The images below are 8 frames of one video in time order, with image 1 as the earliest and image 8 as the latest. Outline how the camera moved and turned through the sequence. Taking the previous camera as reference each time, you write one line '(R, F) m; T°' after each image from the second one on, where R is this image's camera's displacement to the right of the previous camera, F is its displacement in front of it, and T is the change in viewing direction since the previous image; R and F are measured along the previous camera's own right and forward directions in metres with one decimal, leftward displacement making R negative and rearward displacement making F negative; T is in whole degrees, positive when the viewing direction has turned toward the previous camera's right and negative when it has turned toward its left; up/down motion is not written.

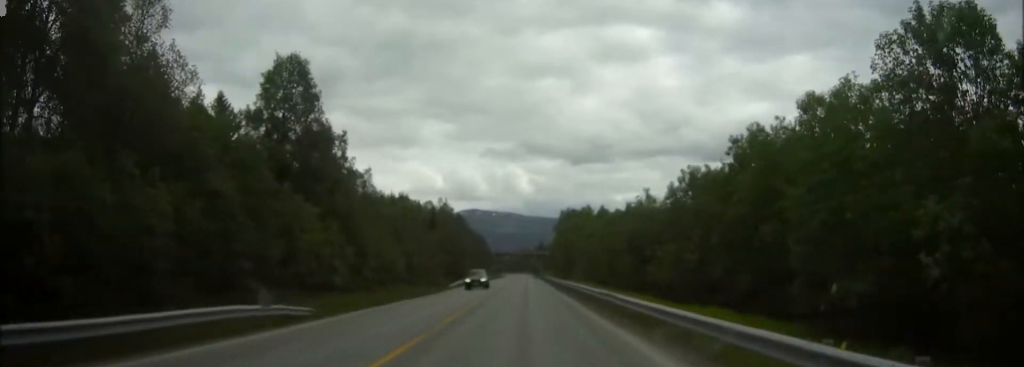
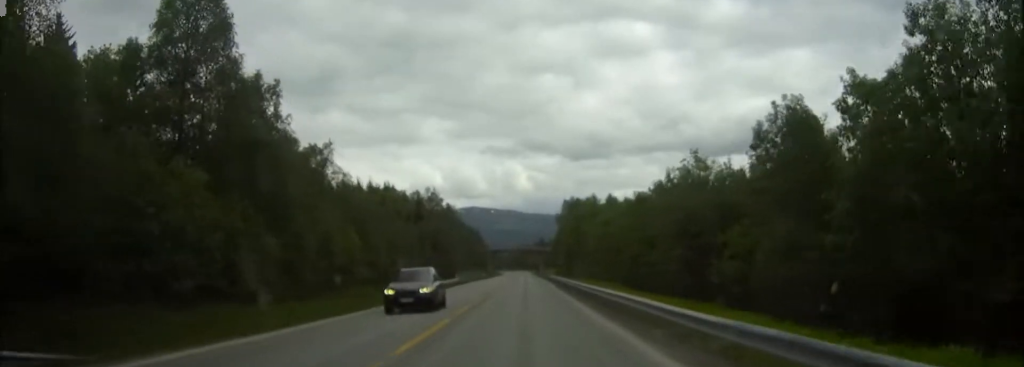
(0.0, +17.3) m; 0°
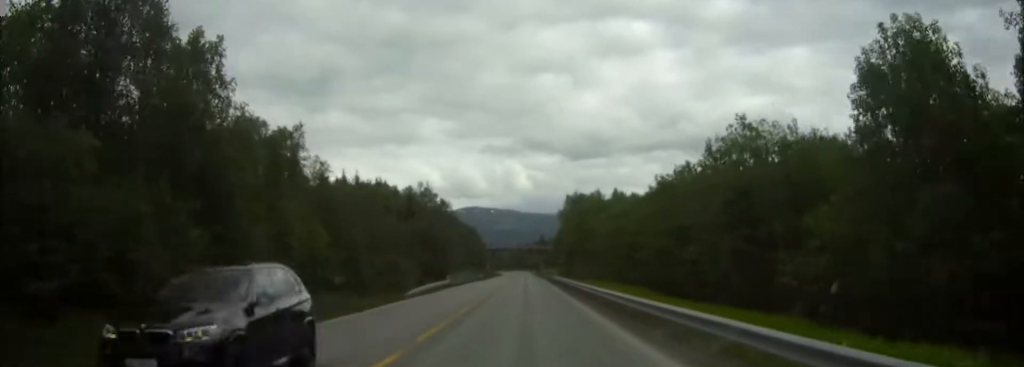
(0.0, +9.4) m; 0°
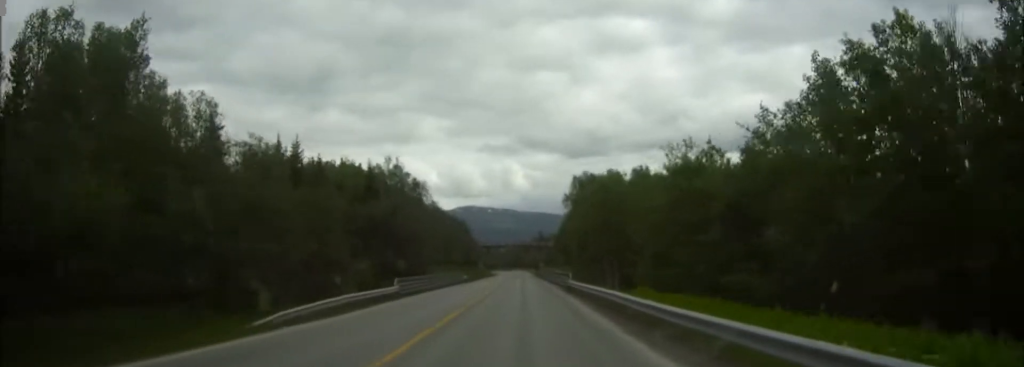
(0.0, +27.6) m; 0°
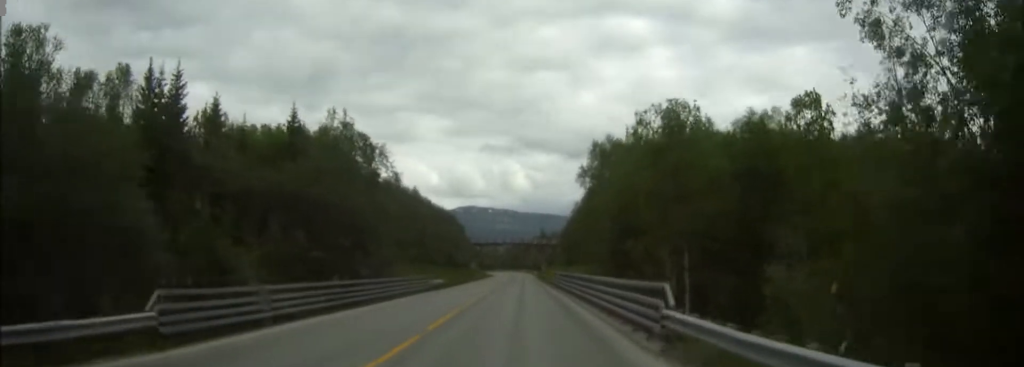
(0.0, +29.9) m; 0°
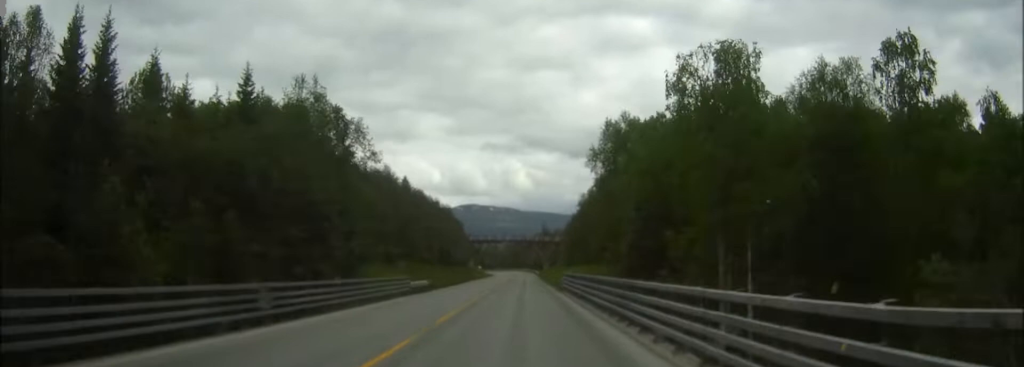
(+0.1, +10.9) m; 0°
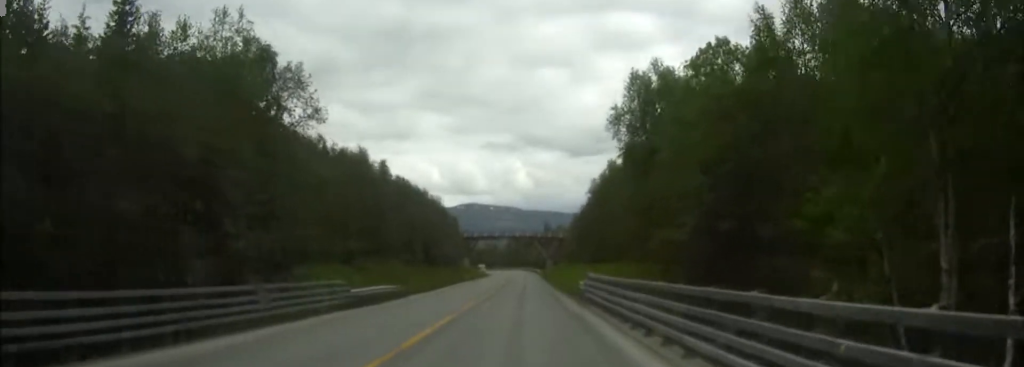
(0.0, +16.8) m; 0°
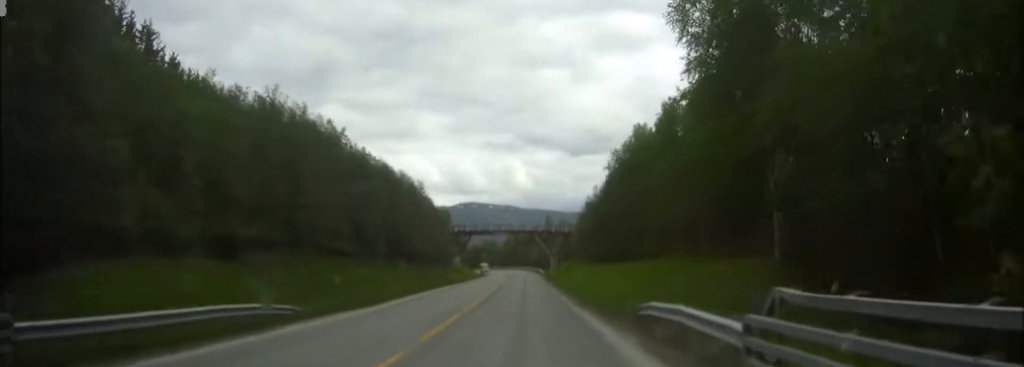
(-0.1, +22.6) m; 0°
